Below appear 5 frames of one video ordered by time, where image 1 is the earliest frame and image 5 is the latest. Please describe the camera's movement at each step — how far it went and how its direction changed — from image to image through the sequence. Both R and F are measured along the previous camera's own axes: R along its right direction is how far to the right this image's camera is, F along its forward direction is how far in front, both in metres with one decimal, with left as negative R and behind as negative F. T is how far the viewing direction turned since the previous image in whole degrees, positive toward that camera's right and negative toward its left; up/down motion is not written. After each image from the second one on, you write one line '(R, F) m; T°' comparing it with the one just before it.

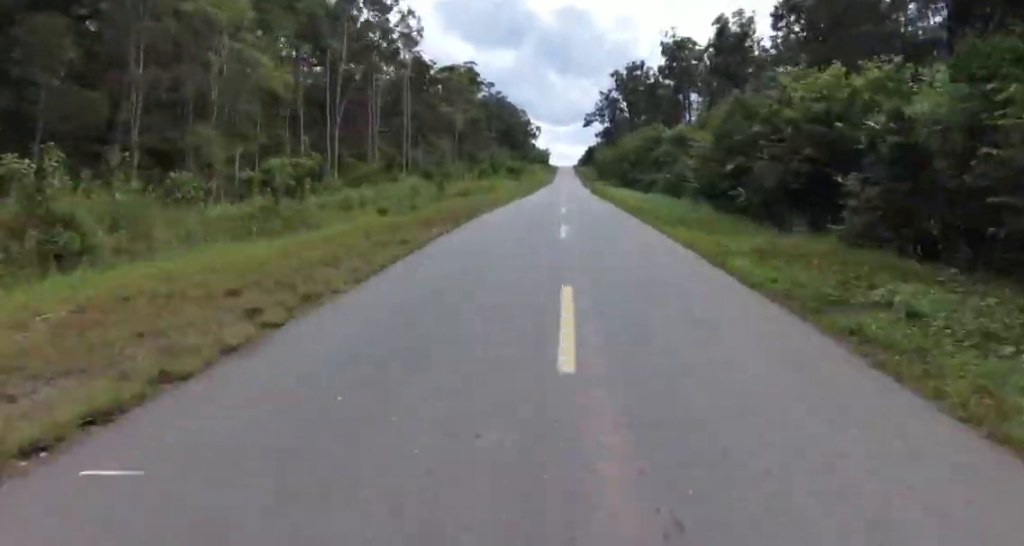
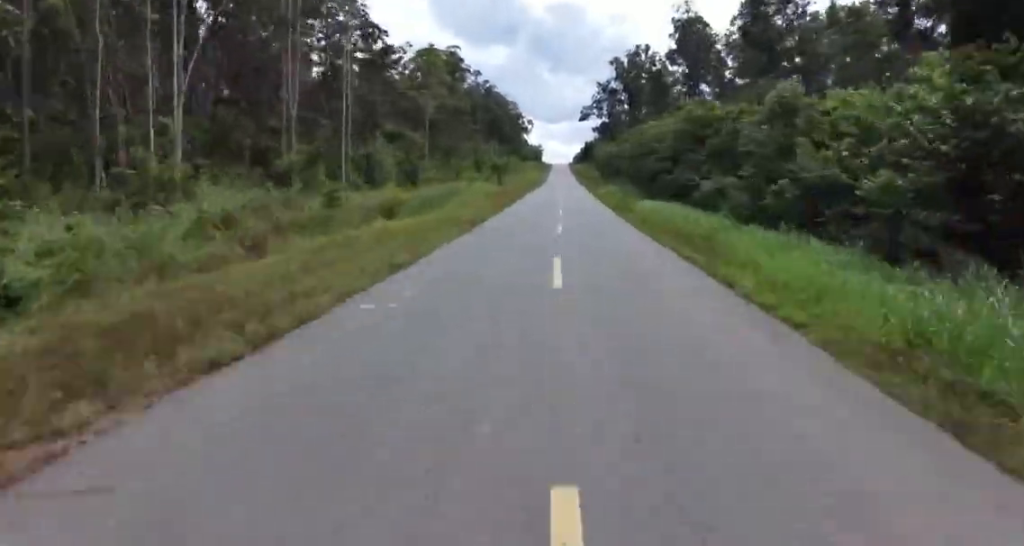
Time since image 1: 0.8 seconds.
(+0.7, +21.3) m; +1°
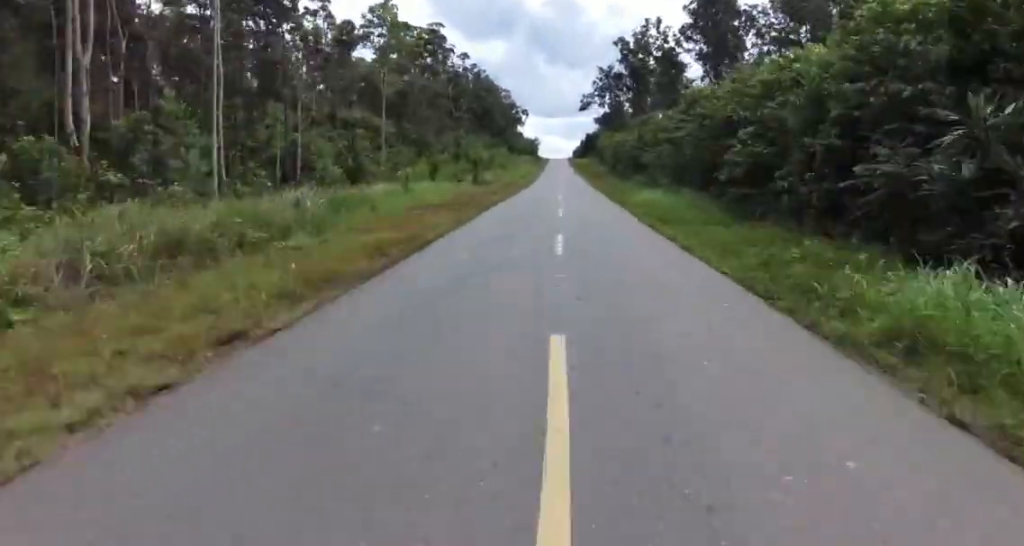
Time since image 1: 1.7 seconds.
(0.0, +23.3) m; -1°
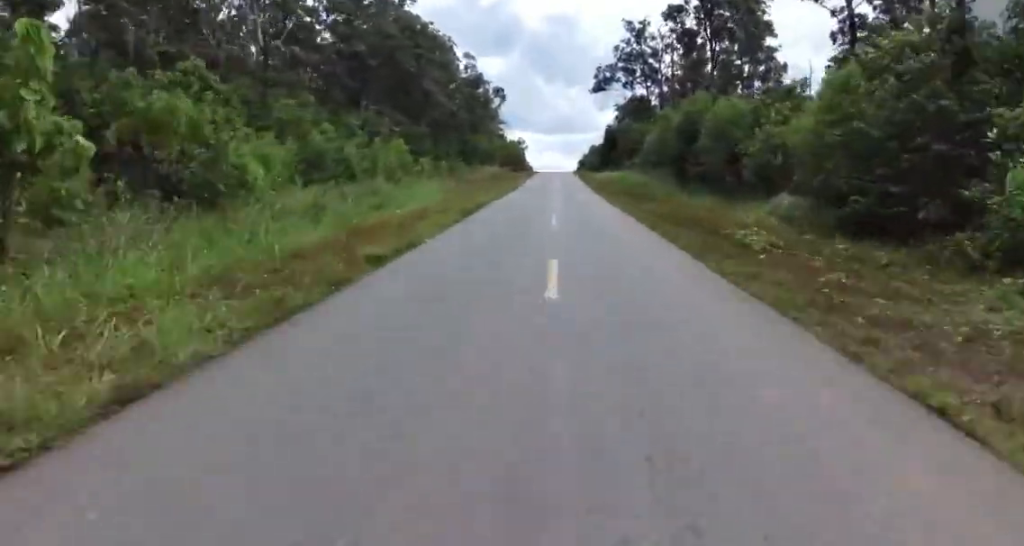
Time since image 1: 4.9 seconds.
(0.0, +85.0) m; -1°
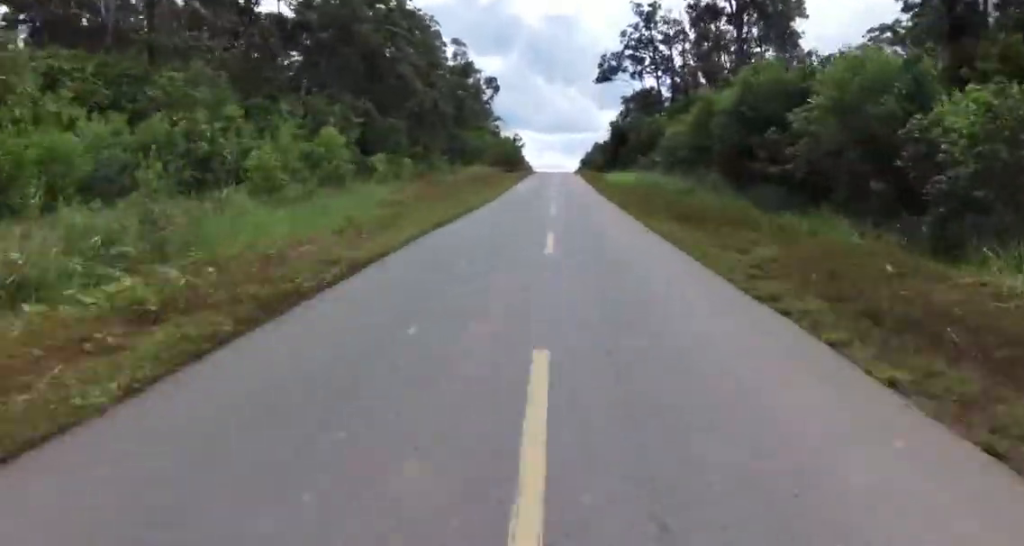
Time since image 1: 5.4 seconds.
(-0.2, +13.4) m; 0°
